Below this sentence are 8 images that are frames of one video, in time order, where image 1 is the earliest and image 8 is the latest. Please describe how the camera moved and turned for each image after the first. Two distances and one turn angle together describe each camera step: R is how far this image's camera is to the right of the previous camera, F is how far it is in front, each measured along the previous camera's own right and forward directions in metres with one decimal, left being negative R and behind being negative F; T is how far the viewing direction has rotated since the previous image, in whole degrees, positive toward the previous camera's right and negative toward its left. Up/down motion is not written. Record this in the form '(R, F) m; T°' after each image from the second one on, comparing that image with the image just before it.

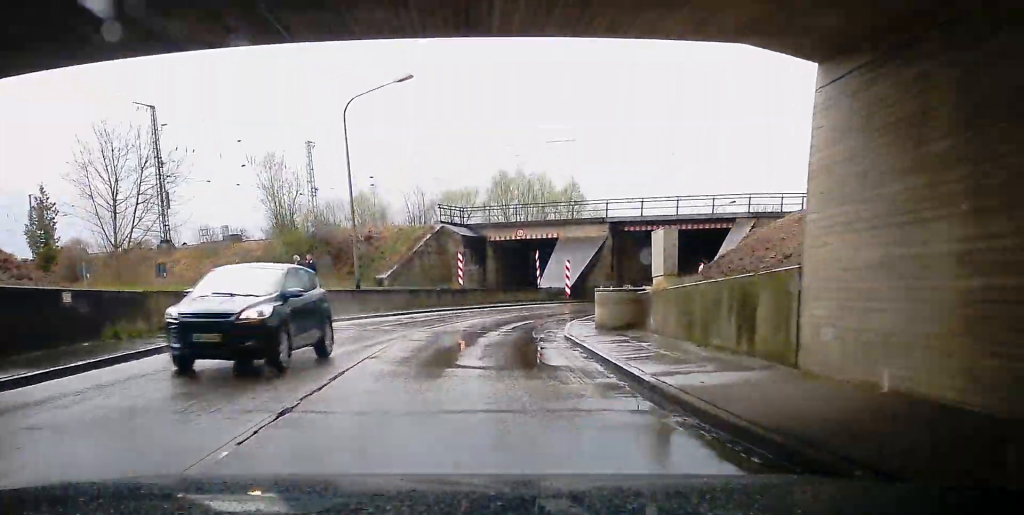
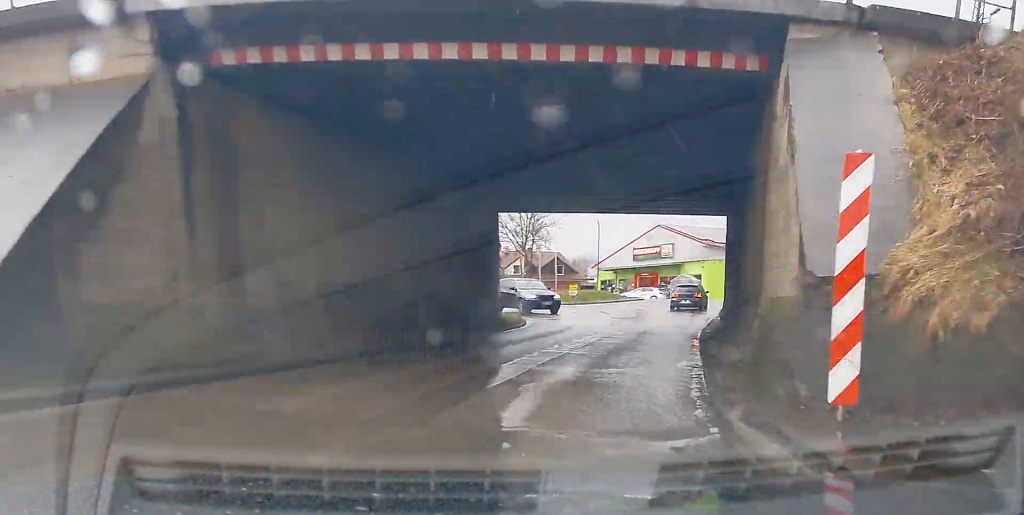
(+7.7, +37.0) m; +27°
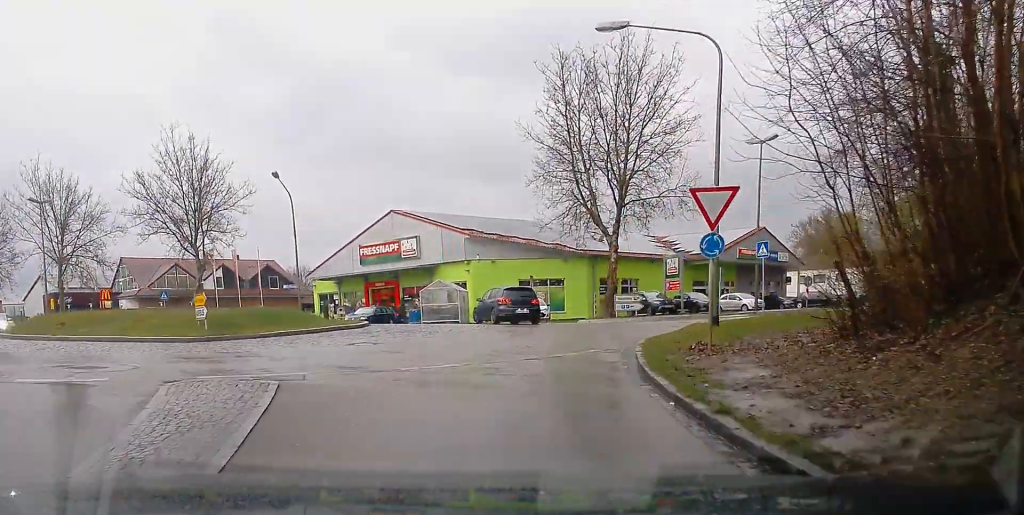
(+5.1, +29.1) m; +18°
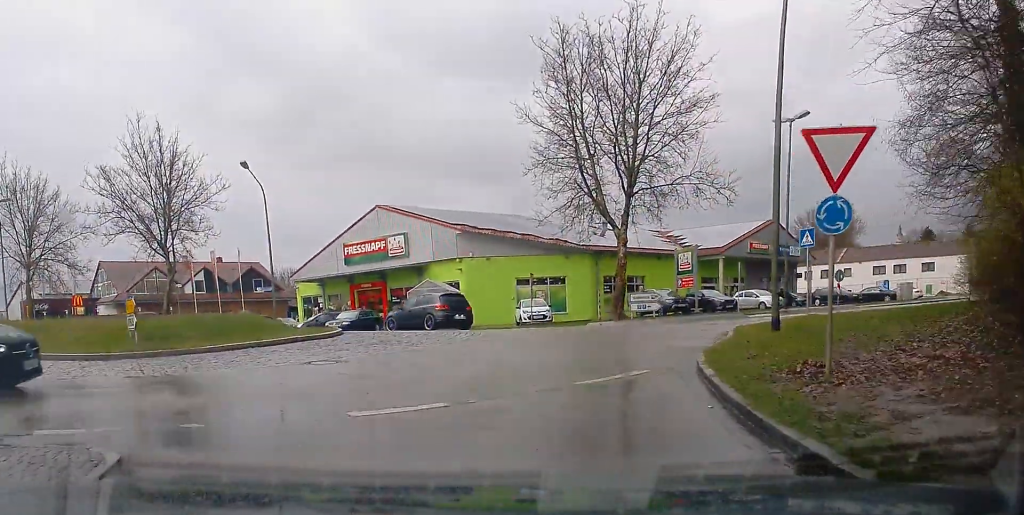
(0.0, +5.8) m; +4°
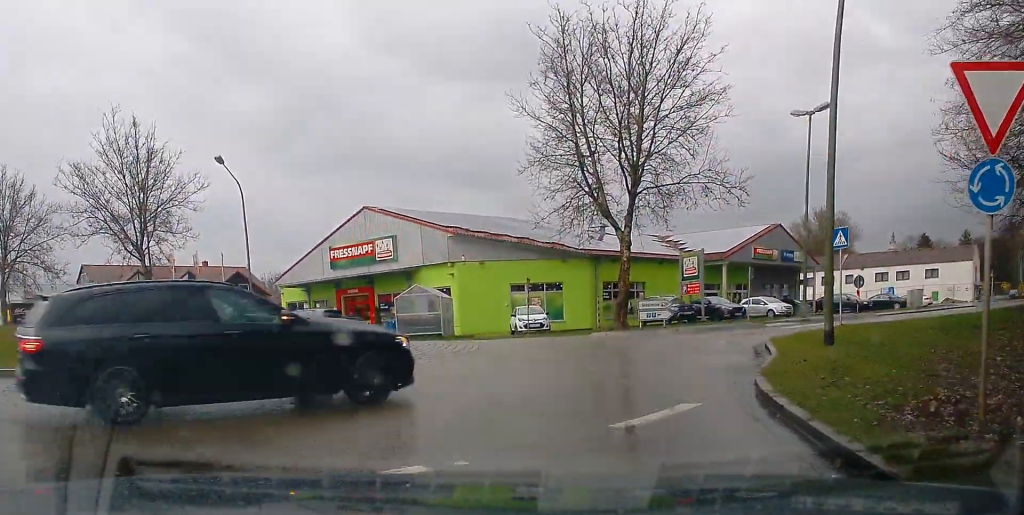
(+0.3, +5.7) m; +7°
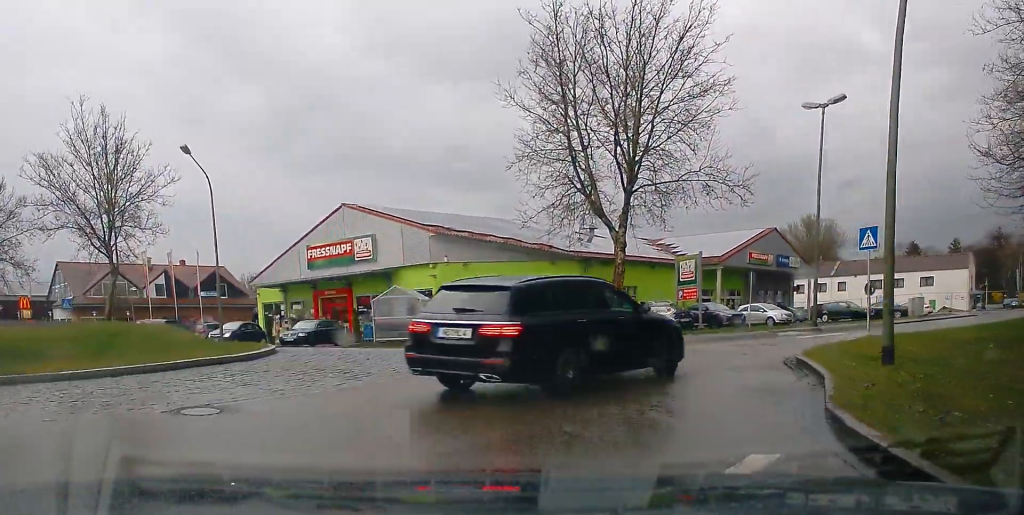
(-0.2, +5.7) m; +8°
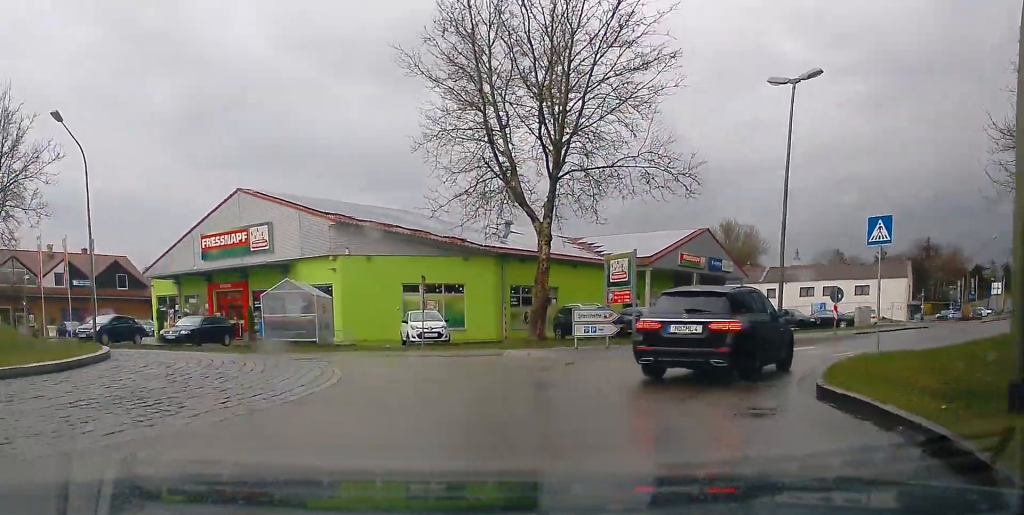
(+0.6, +6.5) m; +10°
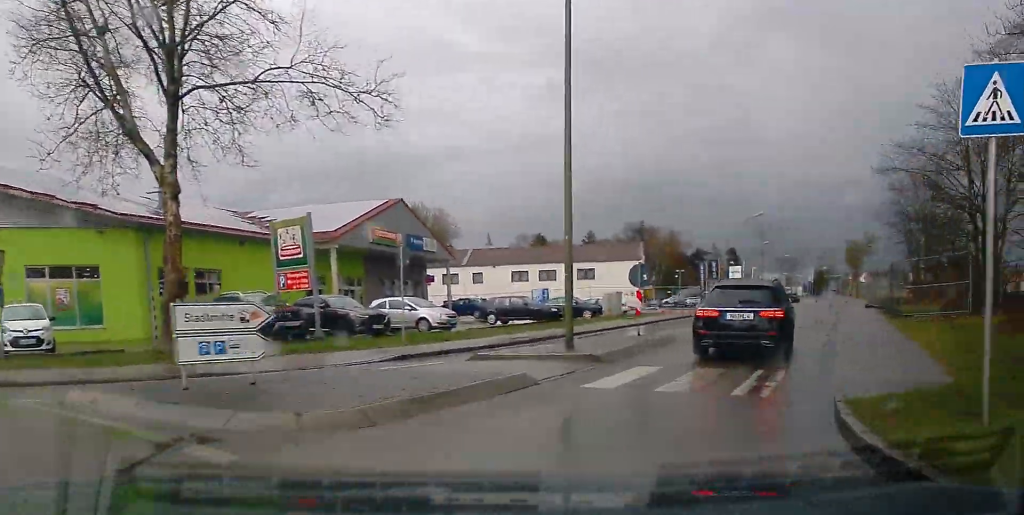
(+1.5, +11.0) m; +17°
